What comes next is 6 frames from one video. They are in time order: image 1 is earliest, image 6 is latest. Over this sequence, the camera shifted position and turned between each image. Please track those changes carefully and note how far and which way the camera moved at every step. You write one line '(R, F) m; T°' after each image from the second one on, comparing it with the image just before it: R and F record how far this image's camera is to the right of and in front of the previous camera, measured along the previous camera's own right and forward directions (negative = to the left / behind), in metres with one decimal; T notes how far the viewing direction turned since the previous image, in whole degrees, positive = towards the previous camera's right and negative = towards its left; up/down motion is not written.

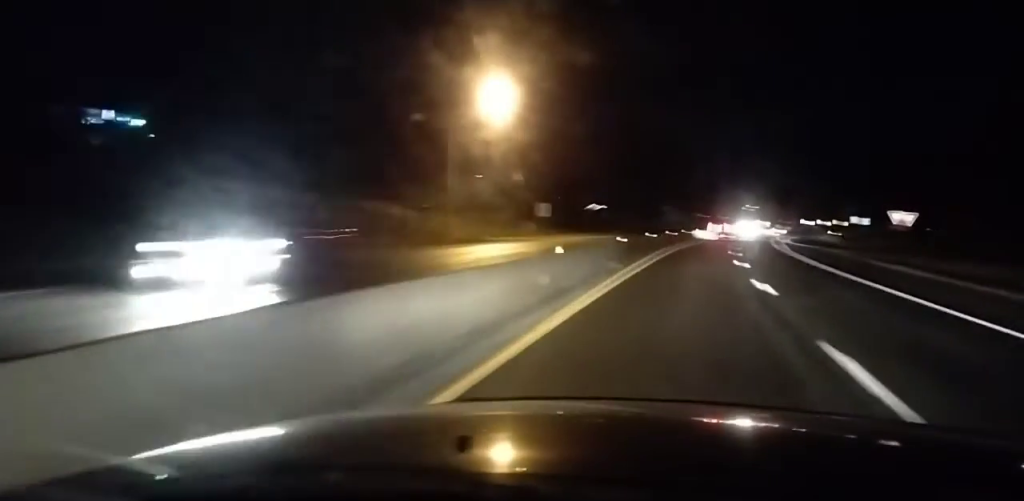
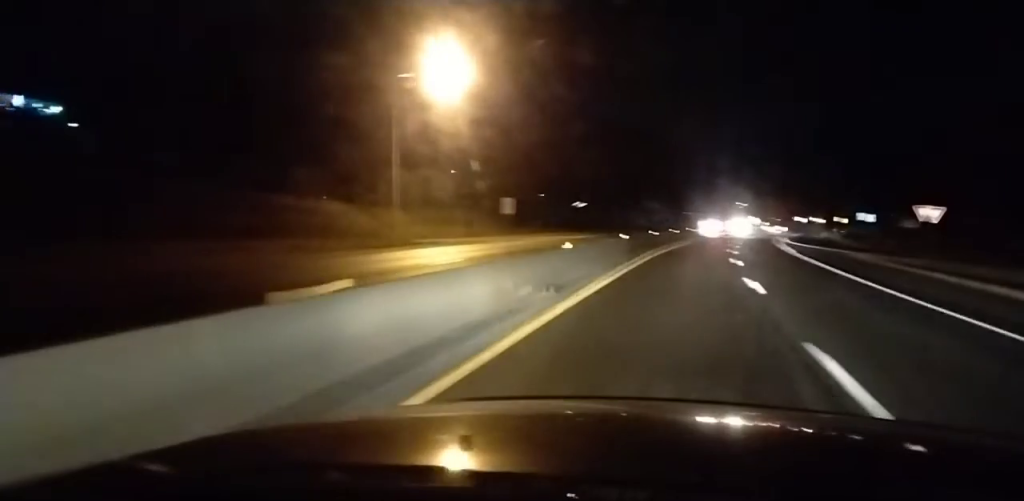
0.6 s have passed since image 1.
(+0.1, +13.1) m; +1°
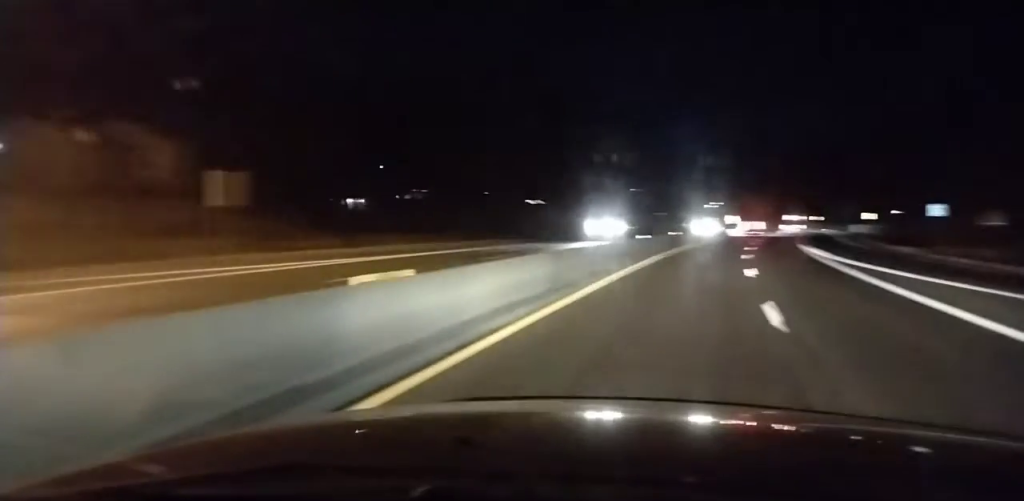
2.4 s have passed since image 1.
(+0.8, +43.5) m; +2°
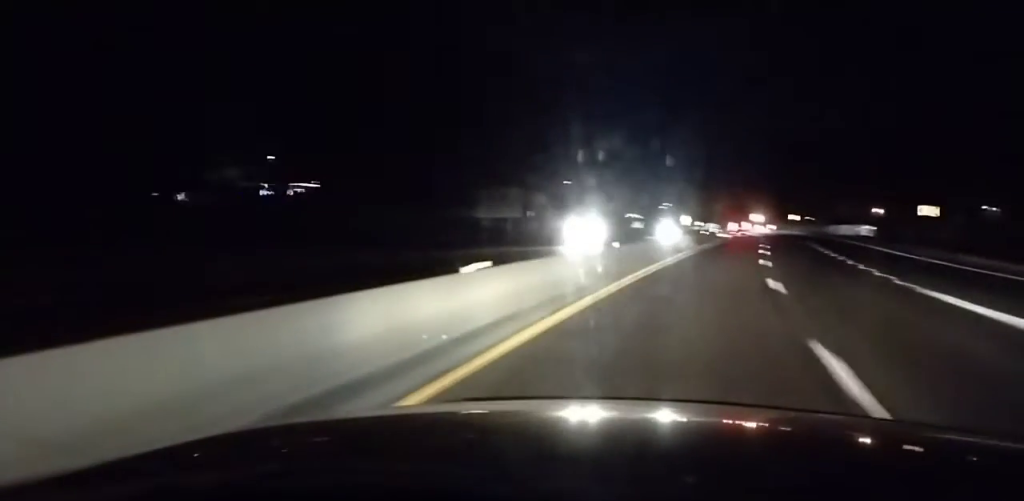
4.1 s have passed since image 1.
(+1.4, +42.6) m; +3°
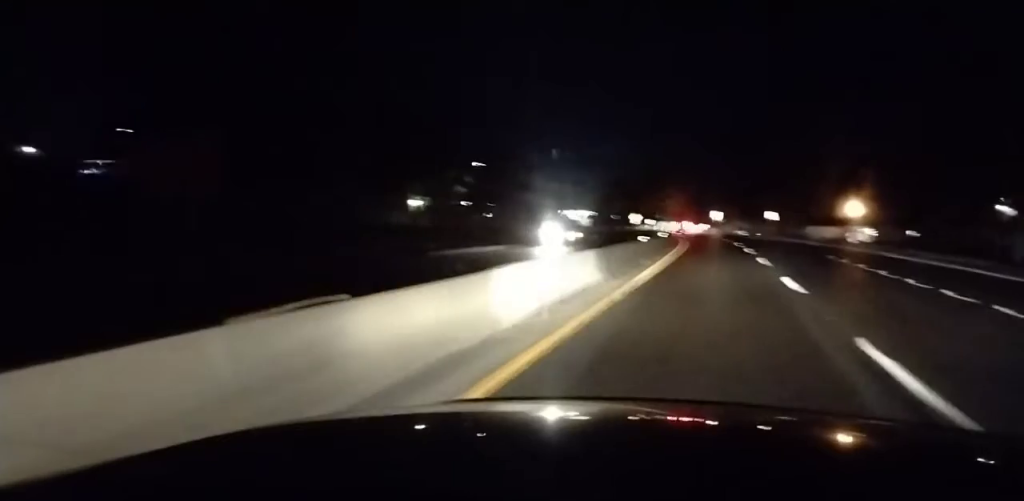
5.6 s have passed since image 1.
(+0.6, +35.4) m; +2°
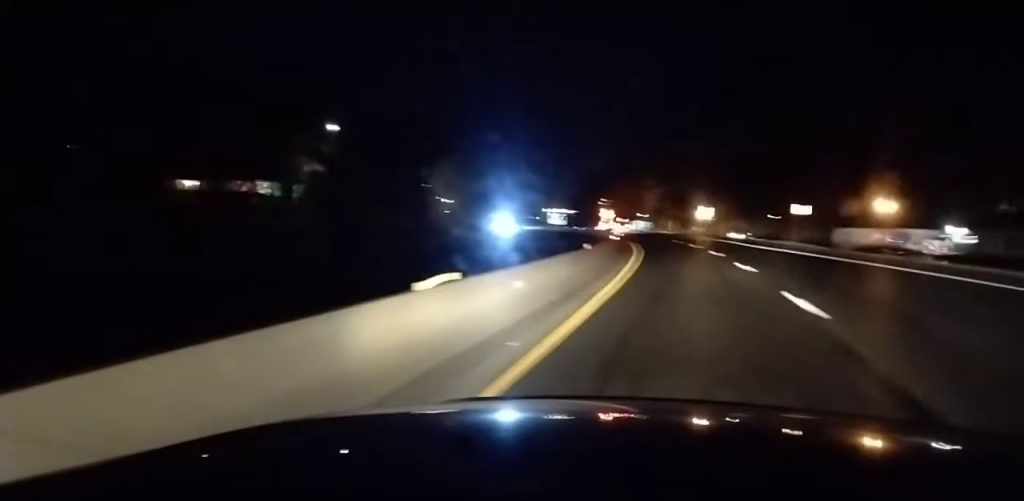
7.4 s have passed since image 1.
(+1.0, +42.6) m; +1°
